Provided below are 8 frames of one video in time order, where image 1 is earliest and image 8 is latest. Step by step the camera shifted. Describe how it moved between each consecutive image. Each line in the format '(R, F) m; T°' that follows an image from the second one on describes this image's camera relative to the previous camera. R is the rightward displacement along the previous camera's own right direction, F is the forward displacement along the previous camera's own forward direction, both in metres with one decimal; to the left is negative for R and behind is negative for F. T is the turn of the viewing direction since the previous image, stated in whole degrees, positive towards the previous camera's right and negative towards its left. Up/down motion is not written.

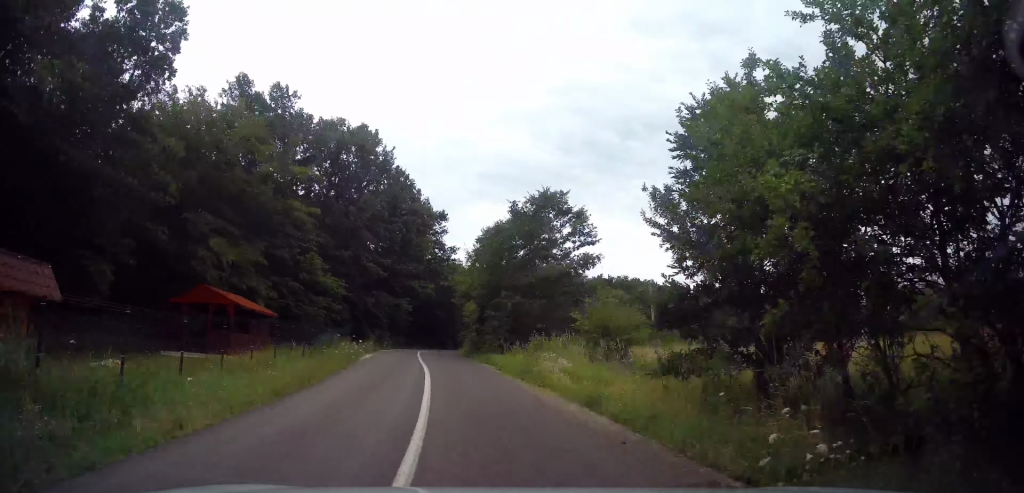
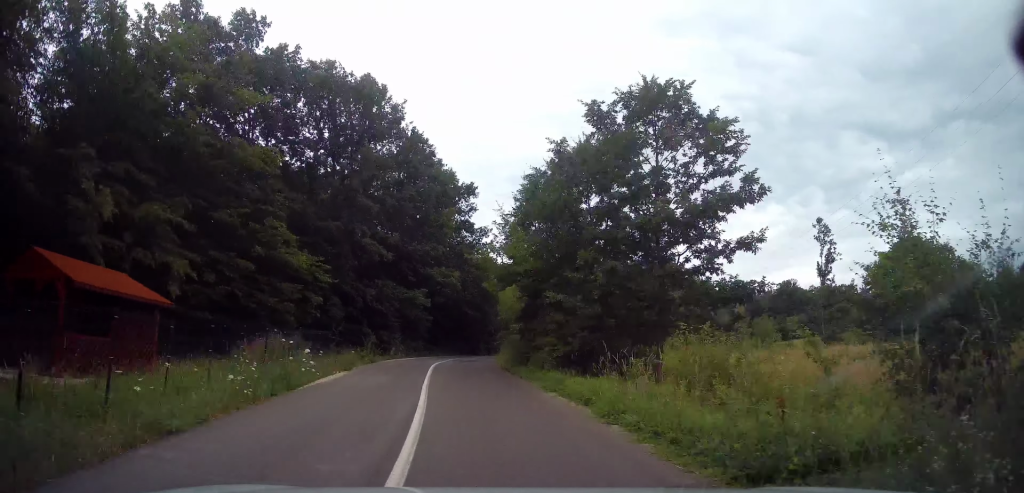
(+0.1, +10.3) m; -1°
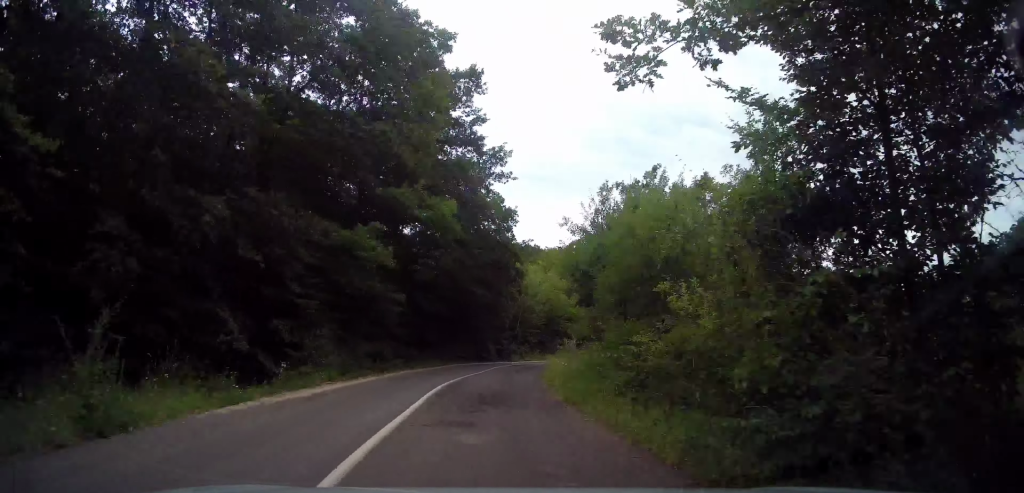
(-0.6, +15.7) m; -2°
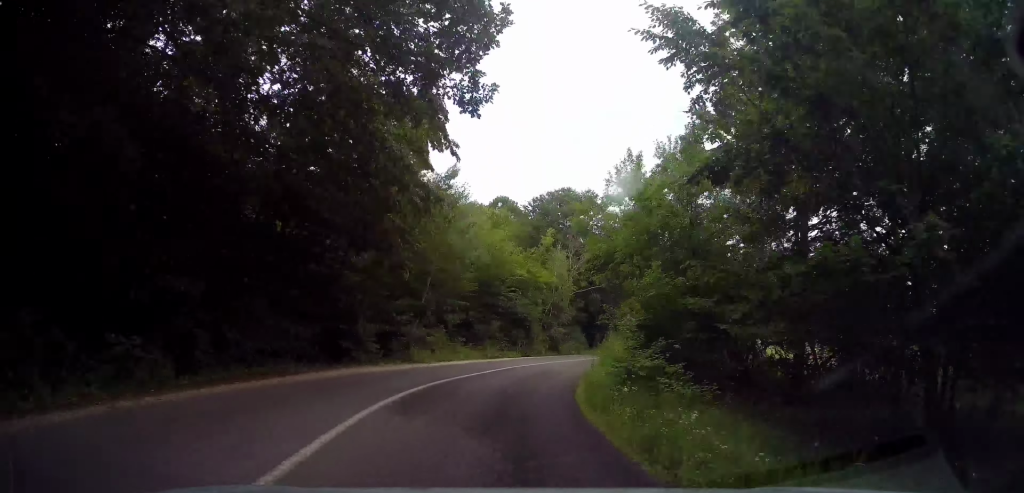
(+0.2, +21.2) m; +7°
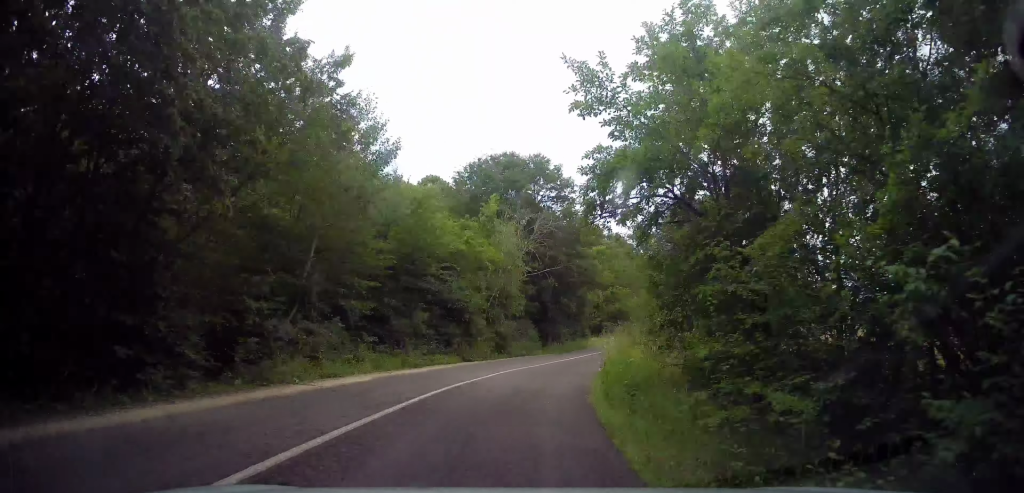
(+0.7, +10.0) m; +13°
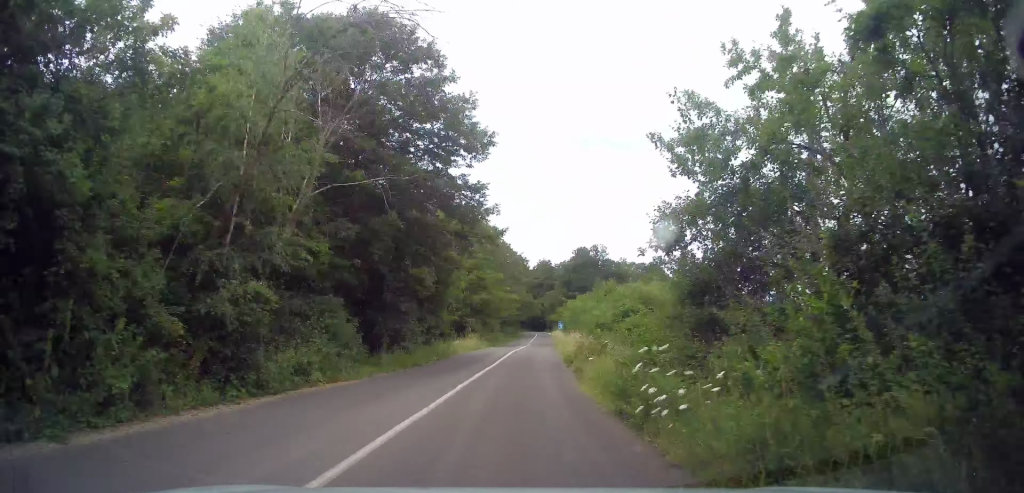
(+6.3, +22.1) m; +14°
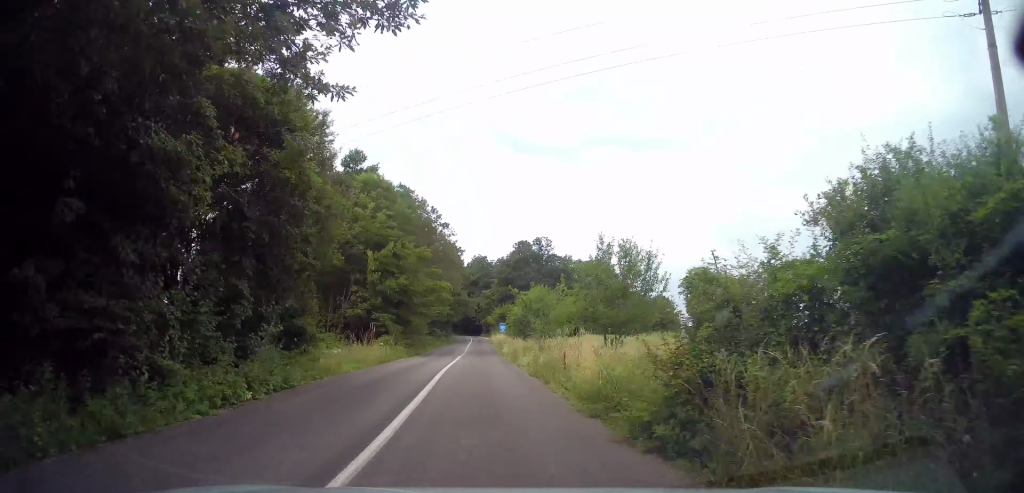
(-2.3, +19.4) m; -4°
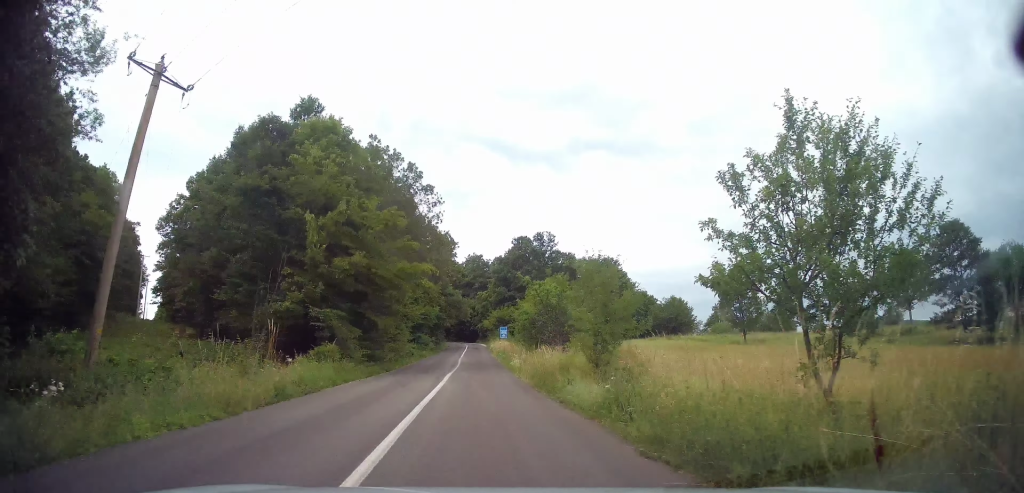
(+0.1, +13.7) m; +4°
